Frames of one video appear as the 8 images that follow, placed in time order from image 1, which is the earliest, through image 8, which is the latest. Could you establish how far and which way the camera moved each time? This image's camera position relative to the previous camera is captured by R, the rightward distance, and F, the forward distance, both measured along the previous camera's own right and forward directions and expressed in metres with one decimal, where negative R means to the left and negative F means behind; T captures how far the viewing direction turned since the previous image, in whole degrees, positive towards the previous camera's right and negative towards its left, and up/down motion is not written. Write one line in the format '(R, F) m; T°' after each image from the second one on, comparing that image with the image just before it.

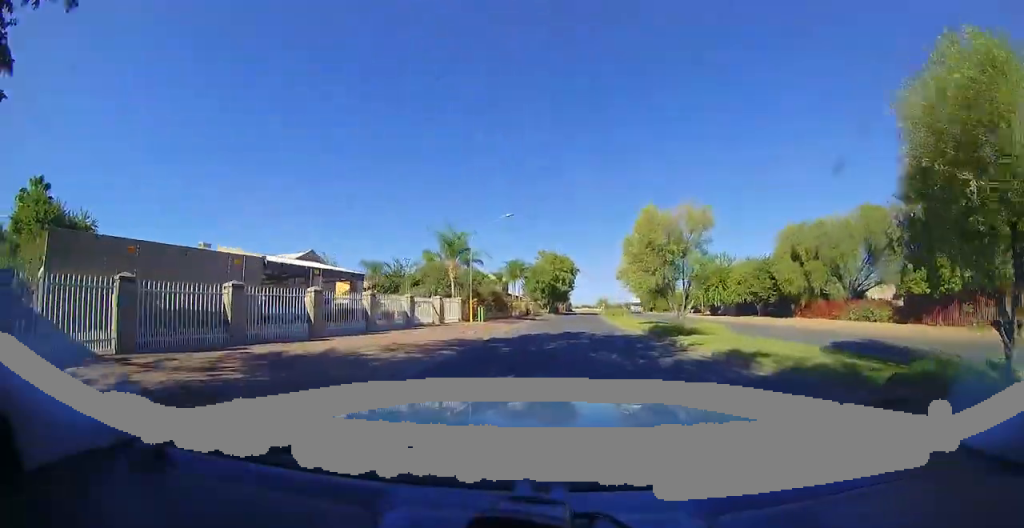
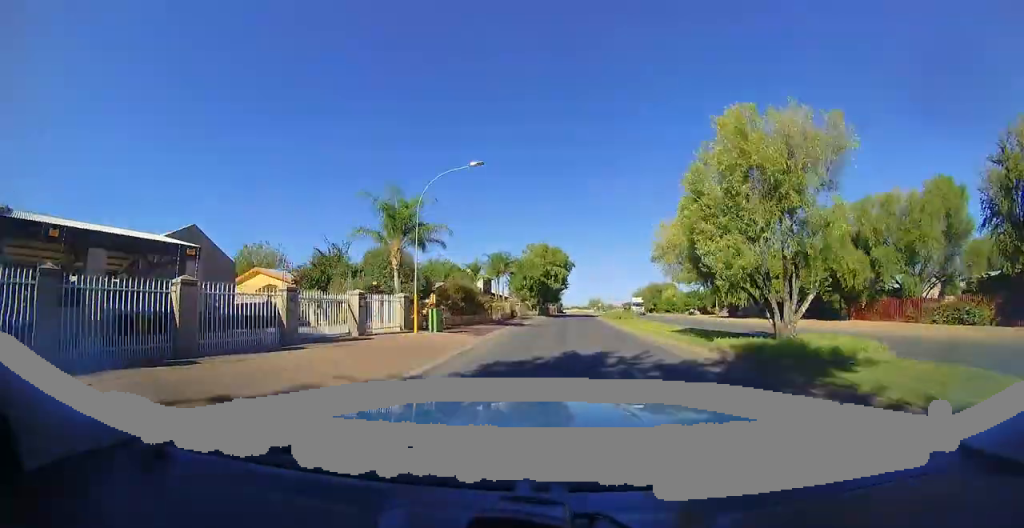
(0.0, +9.1) m; 0°
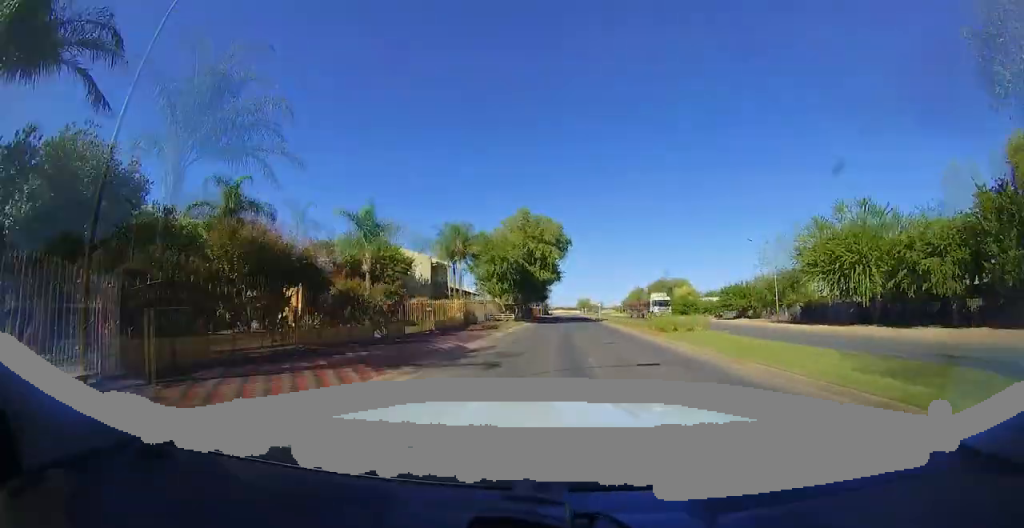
(0.0, +17.7) m; 0°
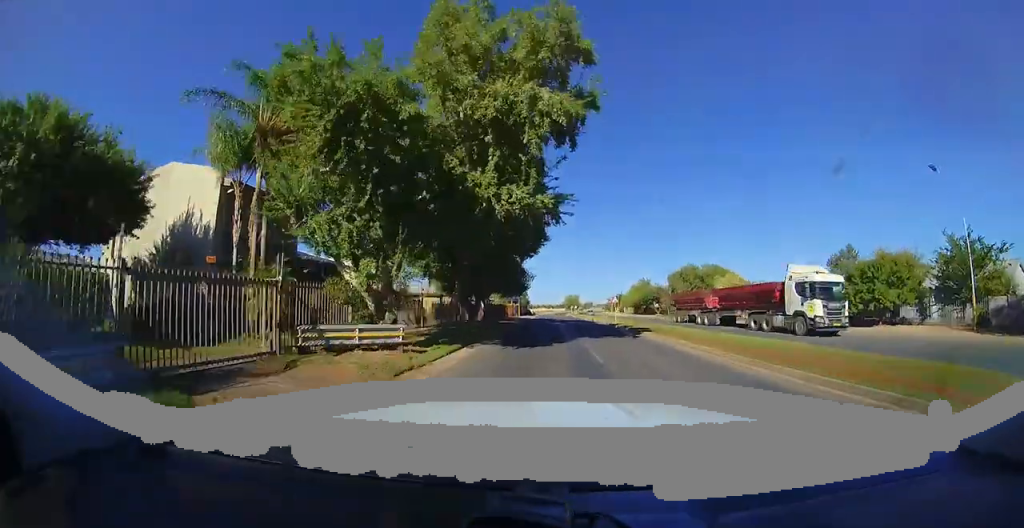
(0.0, +21.7) m; 0°
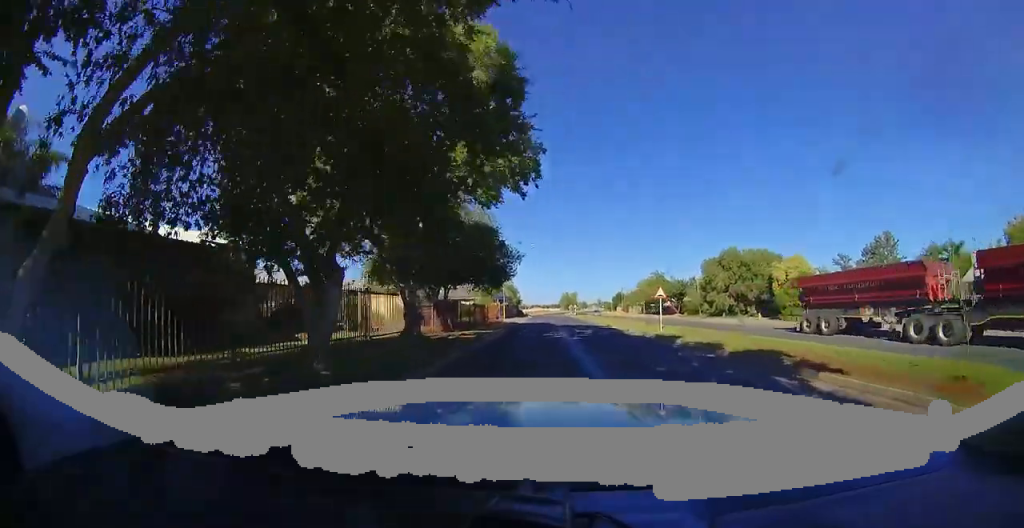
(0.0, +13.2) m; 0°
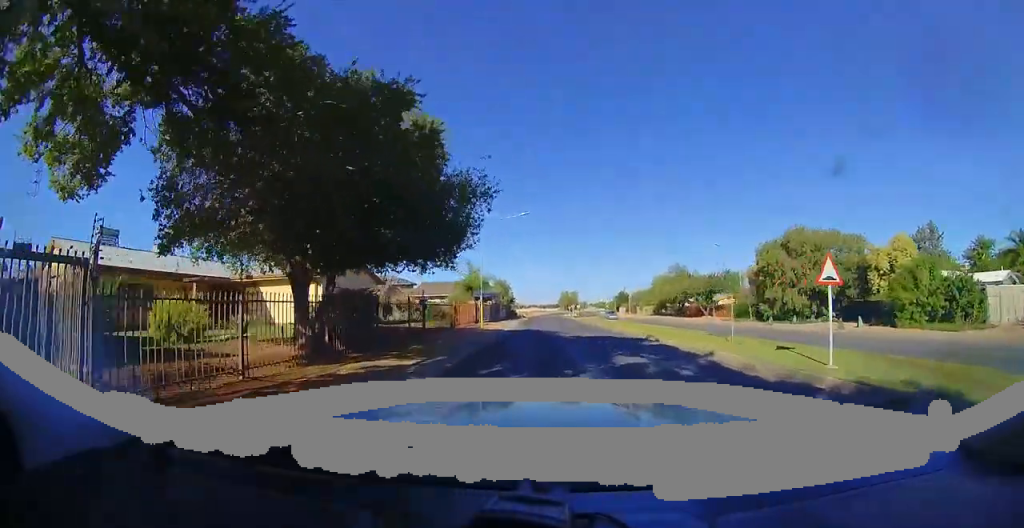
(0.0, +11.8) m; 0°
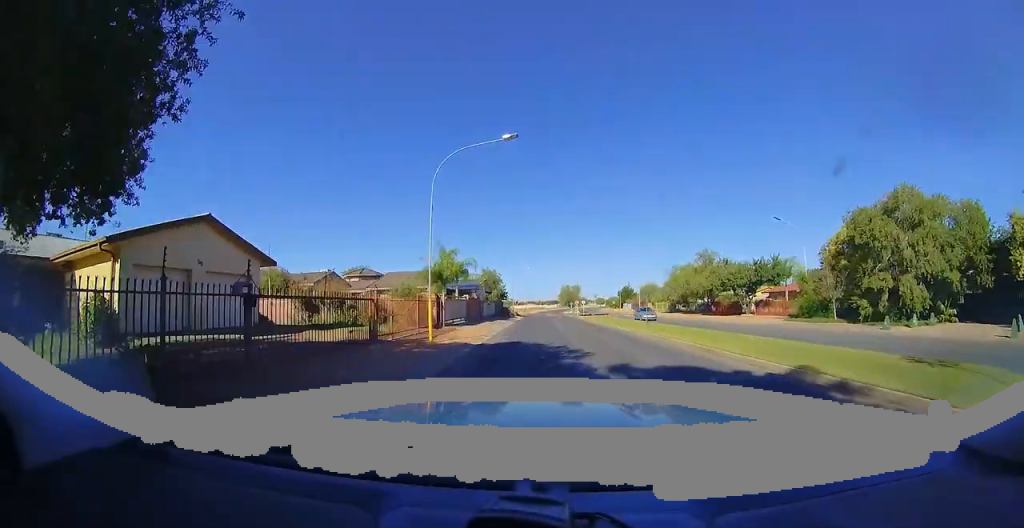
(0.0, +10.7) m; 0°
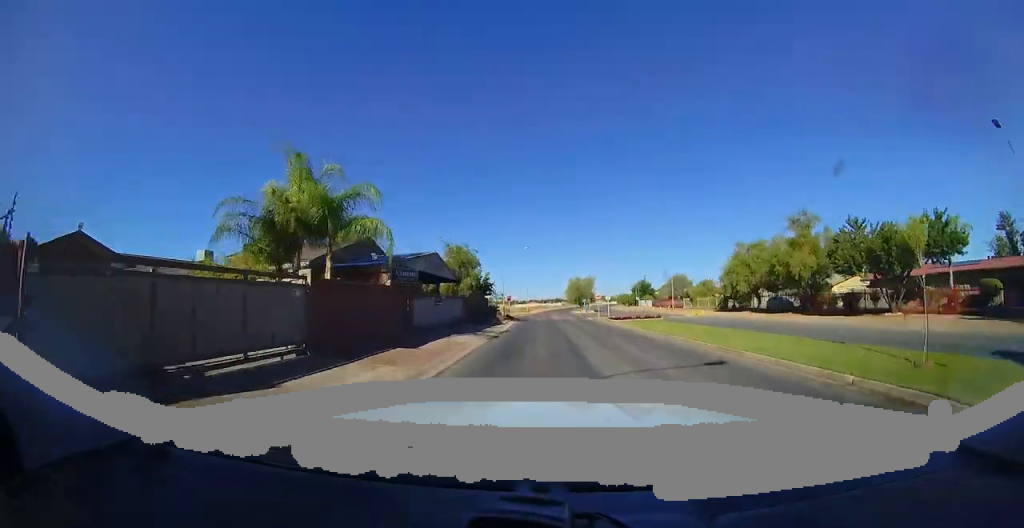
(0.0, +18.5) m; 0°
